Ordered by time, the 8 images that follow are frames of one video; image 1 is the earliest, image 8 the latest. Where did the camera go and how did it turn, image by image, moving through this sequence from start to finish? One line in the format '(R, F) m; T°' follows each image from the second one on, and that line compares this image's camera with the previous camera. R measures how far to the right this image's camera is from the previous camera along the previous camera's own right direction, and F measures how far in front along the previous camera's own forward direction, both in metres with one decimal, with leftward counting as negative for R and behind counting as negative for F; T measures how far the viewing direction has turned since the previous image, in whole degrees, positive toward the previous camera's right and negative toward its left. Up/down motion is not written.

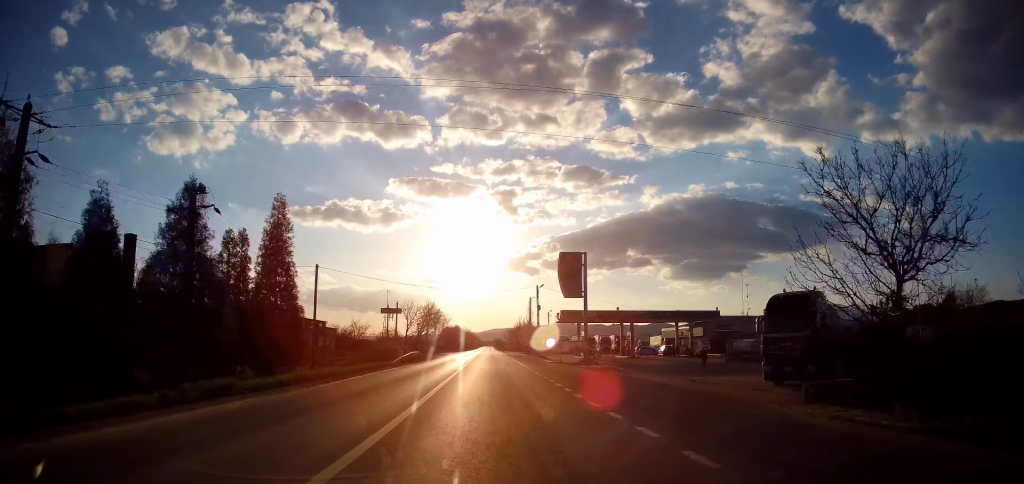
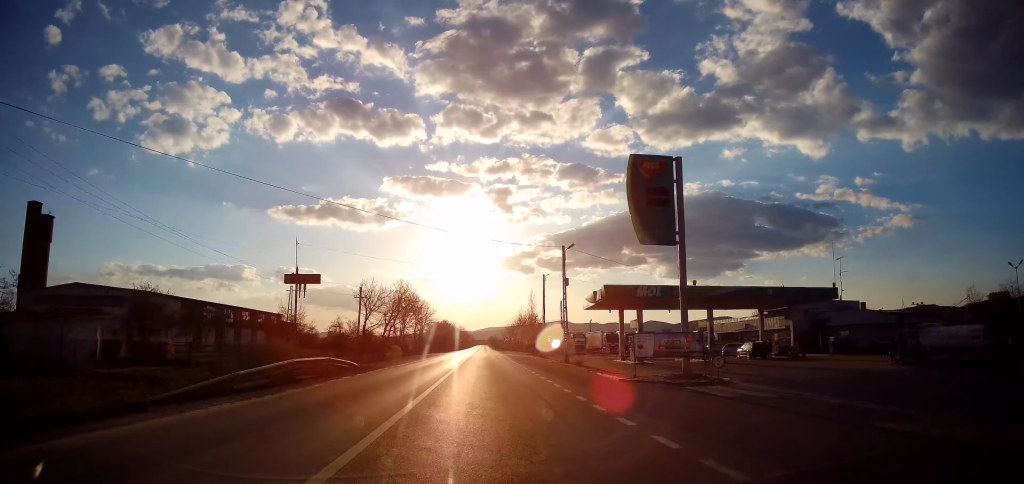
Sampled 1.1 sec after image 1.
(0.0, +25.0) m; +1°
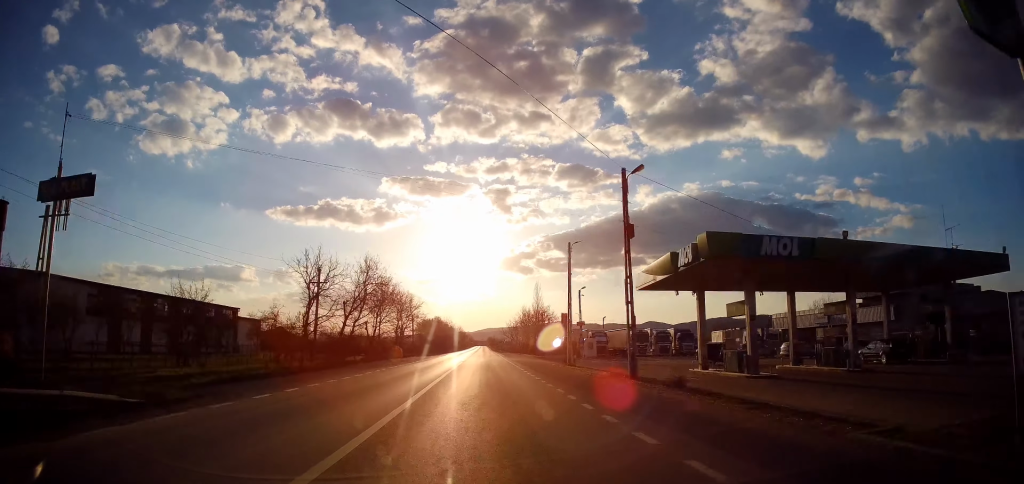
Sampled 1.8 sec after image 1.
(+0.1, +17.9) m; +1°
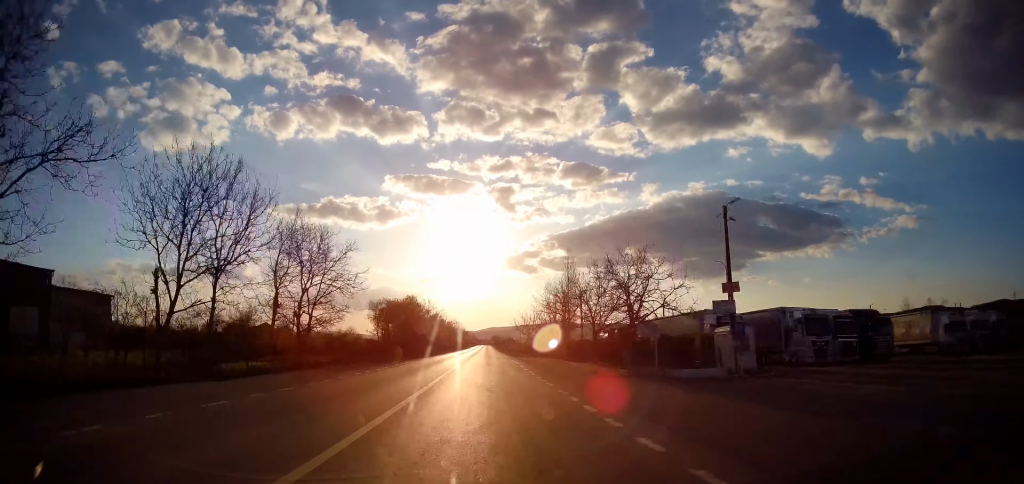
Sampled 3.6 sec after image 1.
(-0.1, +40.7) m; -1°
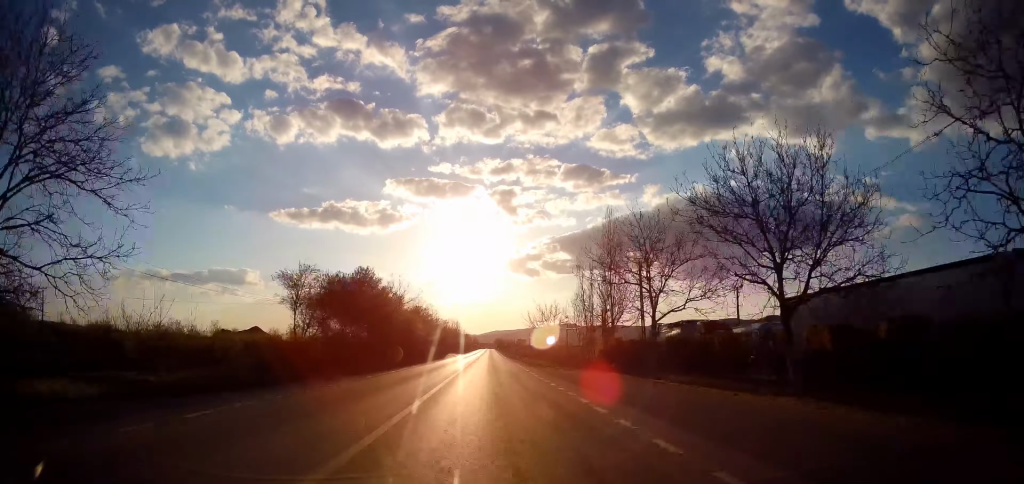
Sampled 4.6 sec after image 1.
(-0.2, +25.3) m; 0°
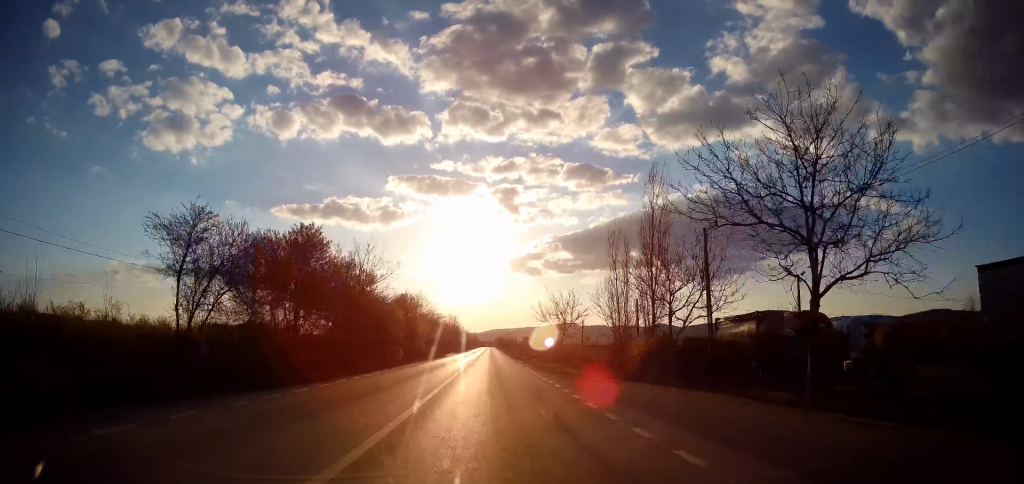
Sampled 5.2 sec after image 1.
(0.0, +12.8) m; 0°
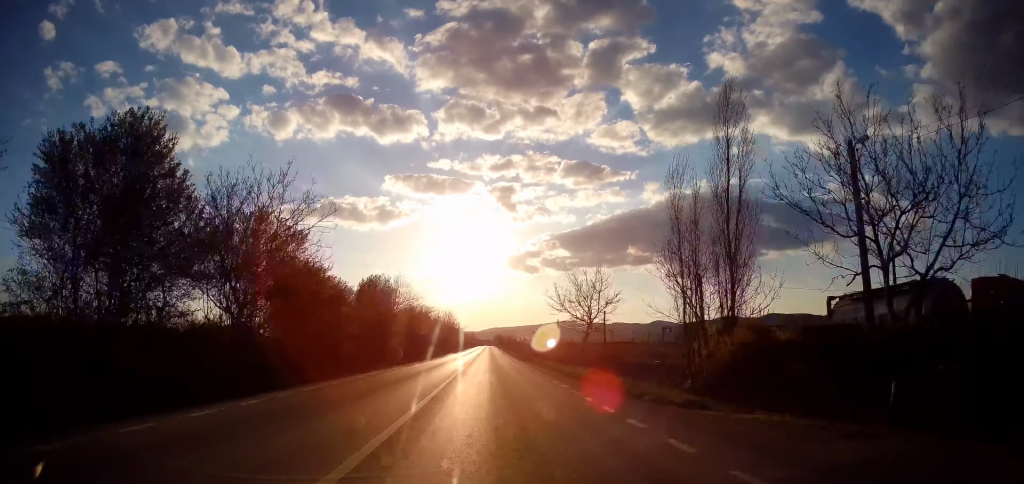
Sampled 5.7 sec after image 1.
(0.0, +13.6) m; 0°
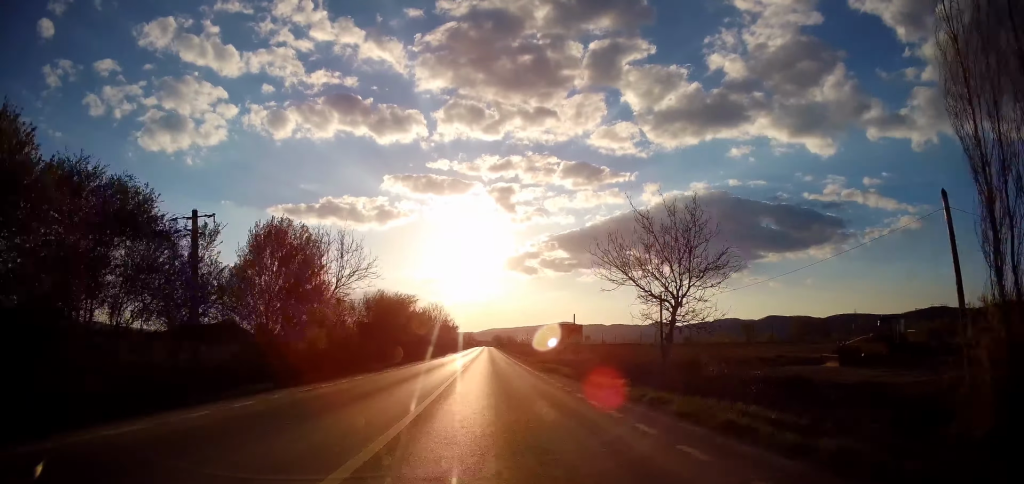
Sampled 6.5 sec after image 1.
(-0.1, +18.5) m; 0°
